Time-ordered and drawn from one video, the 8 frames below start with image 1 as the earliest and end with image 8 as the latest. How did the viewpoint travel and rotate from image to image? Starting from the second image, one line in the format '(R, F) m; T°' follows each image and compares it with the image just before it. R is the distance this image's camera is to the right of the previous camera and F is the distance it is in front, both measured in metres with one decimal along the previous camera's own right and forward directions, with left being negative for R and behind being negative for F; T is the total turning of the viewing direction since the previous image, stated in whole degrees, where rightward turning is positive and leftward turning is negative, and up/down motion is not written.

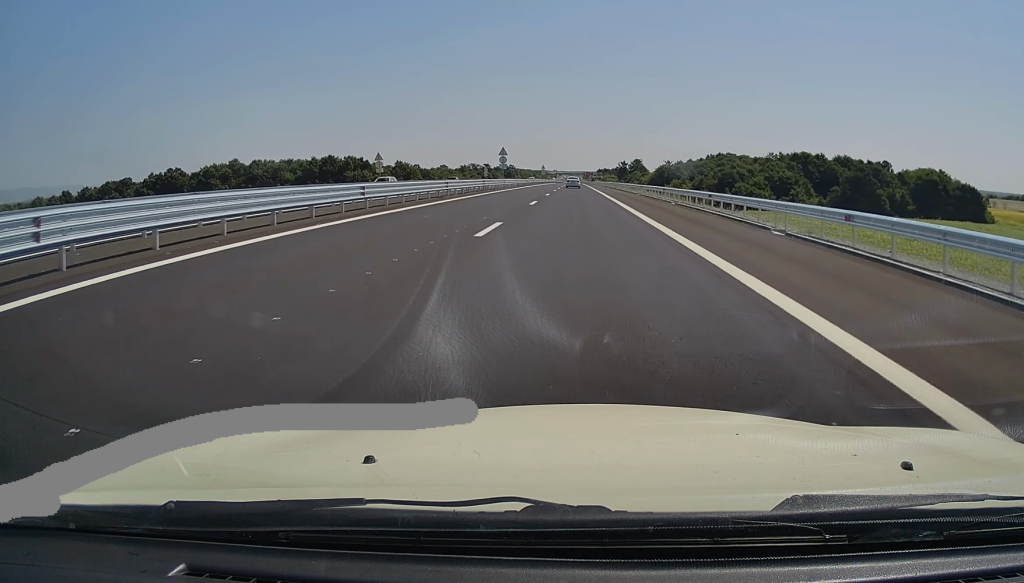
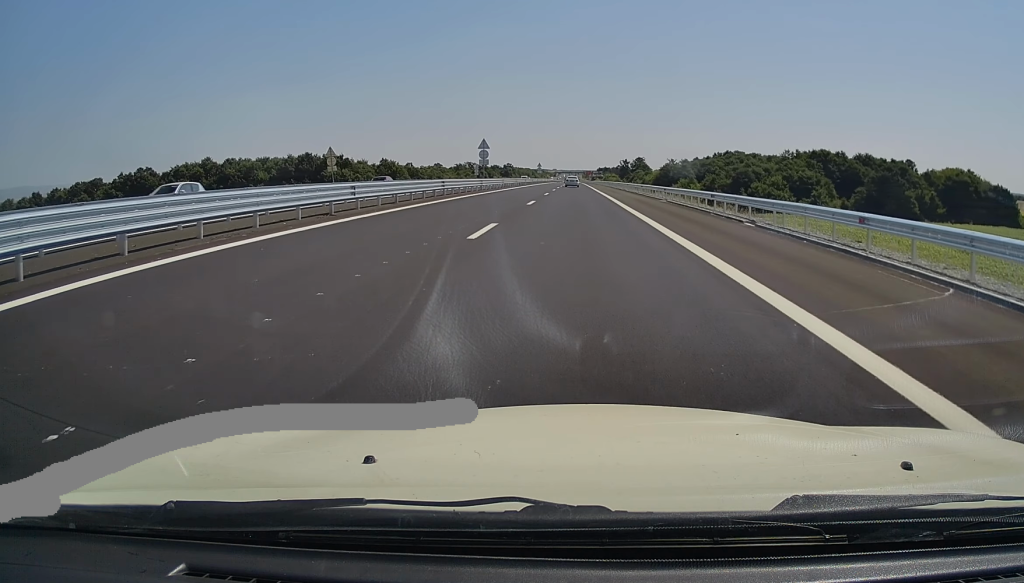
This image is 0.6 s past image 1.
(+0.1, +16.9) m; 0°
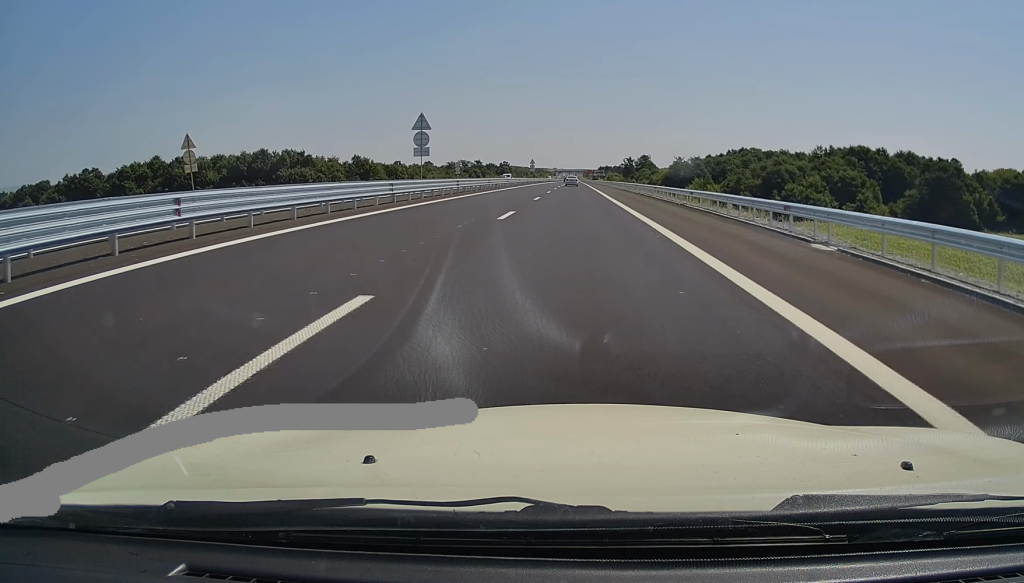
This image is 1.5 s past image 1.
(-0.3, +26.8) m; 0°
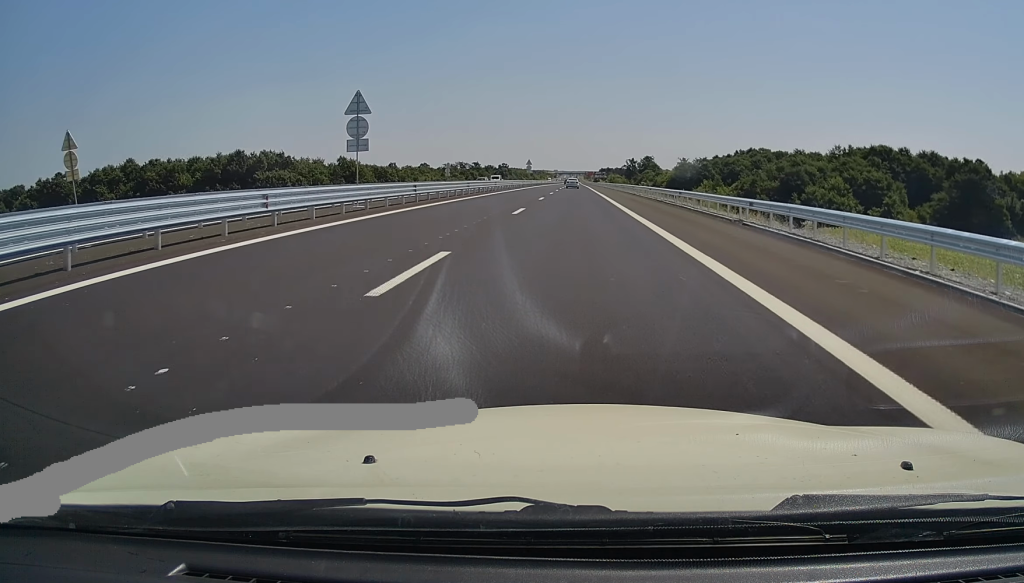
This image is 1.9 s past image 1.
(-0.1, +11.9) m; 0°
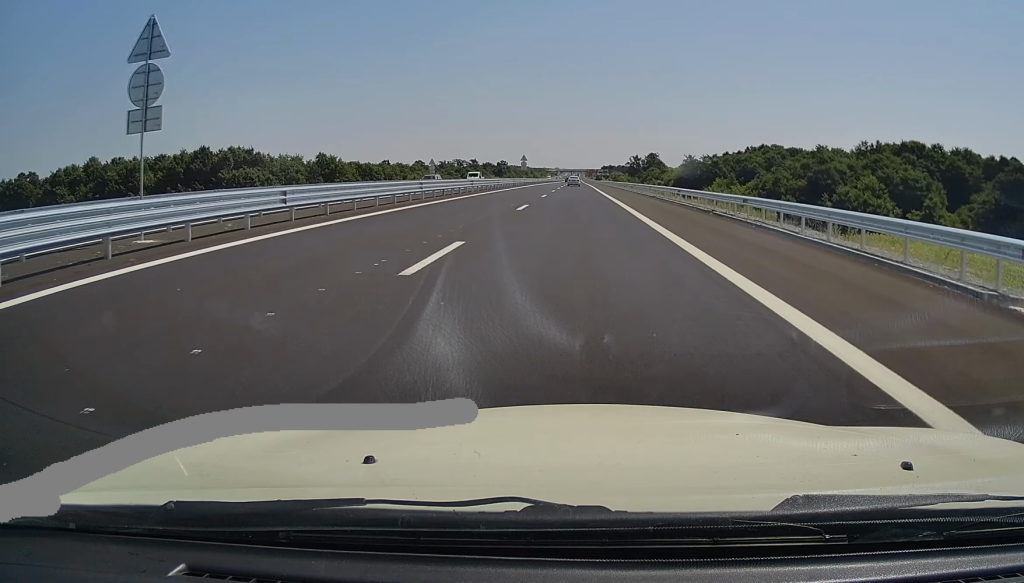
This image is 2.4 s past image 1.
(+0.2, +14.9) m; 0°
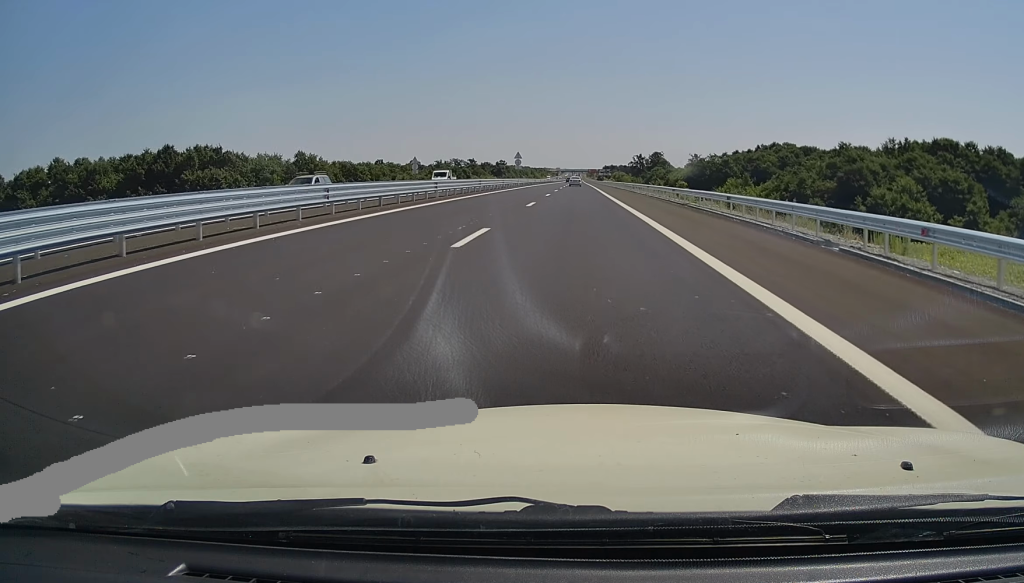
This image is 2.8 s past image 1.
(+0.1, +12.9) m; 0°
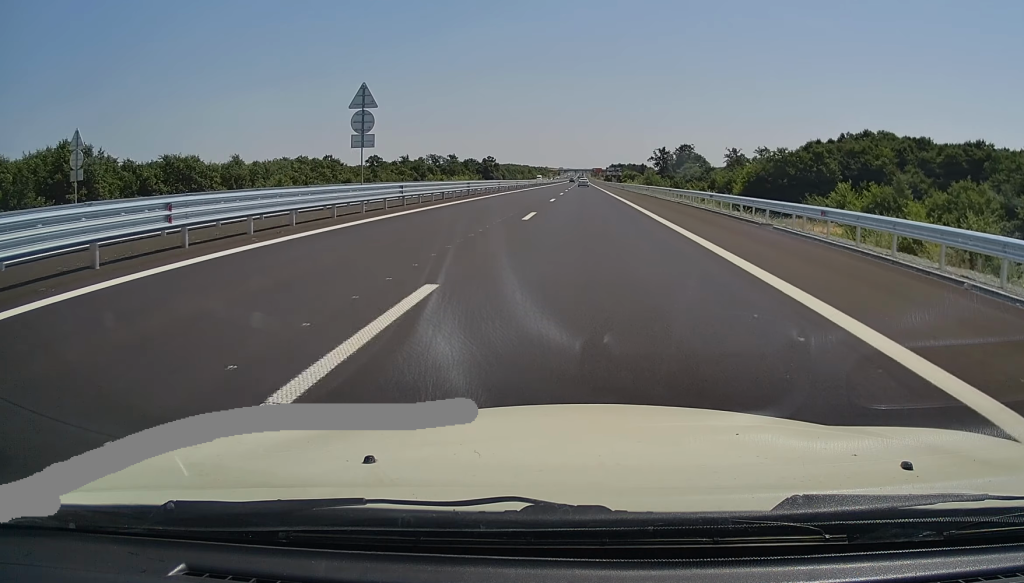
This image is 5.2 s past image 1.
(-0.4, +72.9) m; -1°
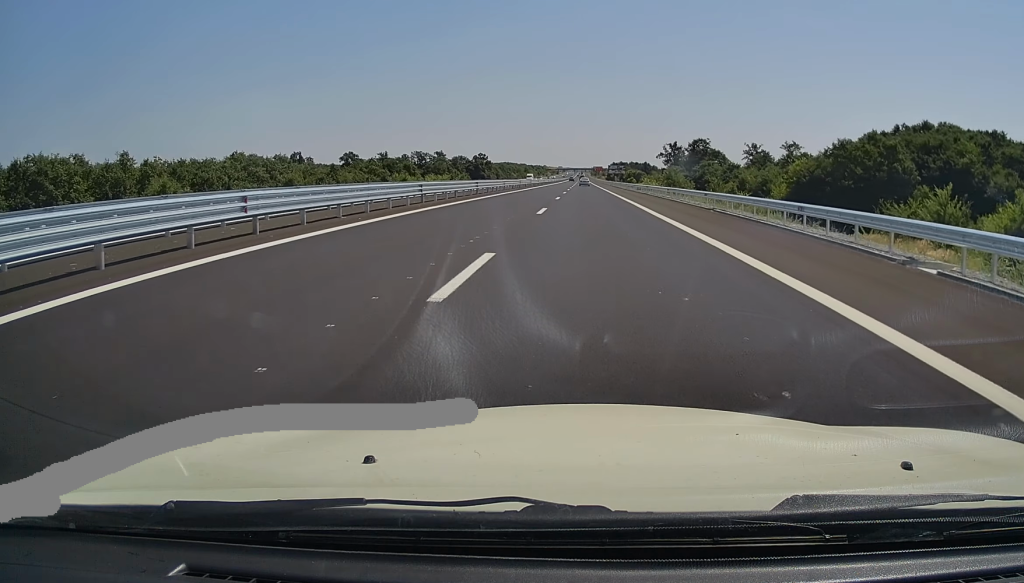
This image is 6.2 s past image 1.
(-0.1, +29.3) m; 0°
